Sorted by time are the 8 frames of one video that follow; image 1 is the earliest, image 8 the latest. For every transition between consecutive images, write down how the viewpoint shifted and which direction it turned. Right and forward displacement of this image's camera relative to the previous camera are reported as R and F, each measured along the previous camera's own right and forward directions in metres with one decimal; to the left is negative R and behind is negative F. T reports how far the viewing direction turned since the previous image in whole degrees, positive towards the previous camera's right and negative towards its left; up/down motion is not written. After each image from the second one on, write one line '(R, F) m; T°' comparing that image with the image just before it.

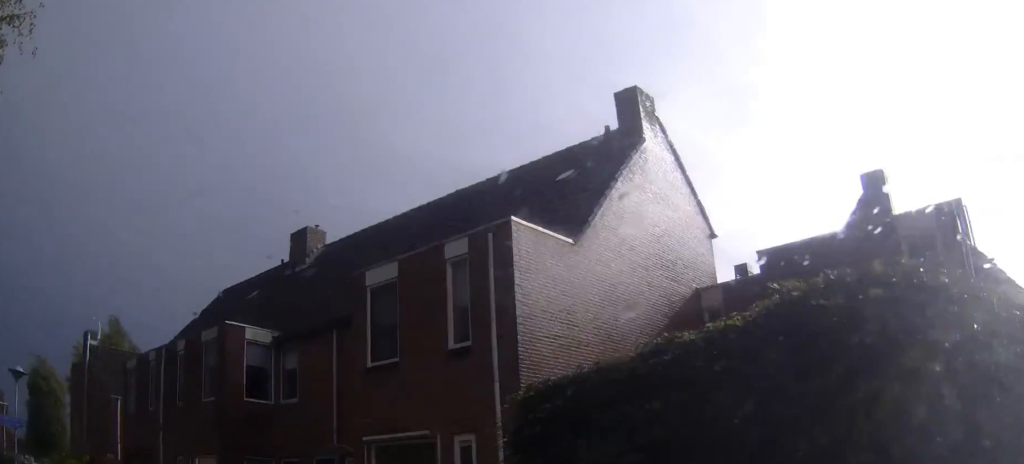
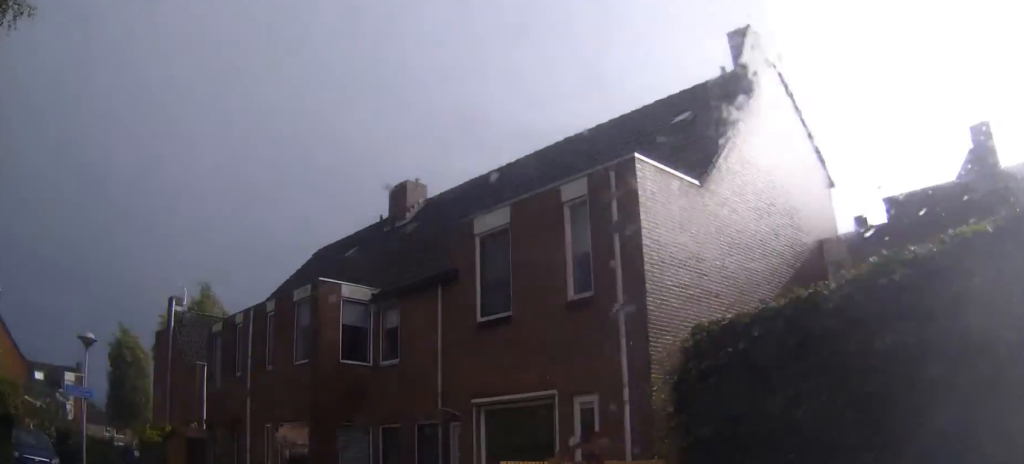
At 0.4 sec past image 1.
(-0.2, +1.3) m; -8°
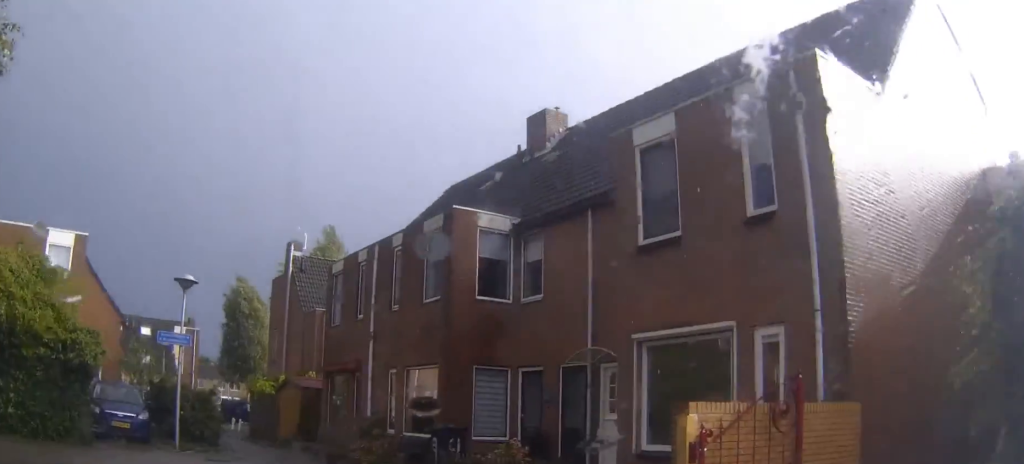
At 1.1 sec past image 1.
(-0.1, +1.9) m; -7°
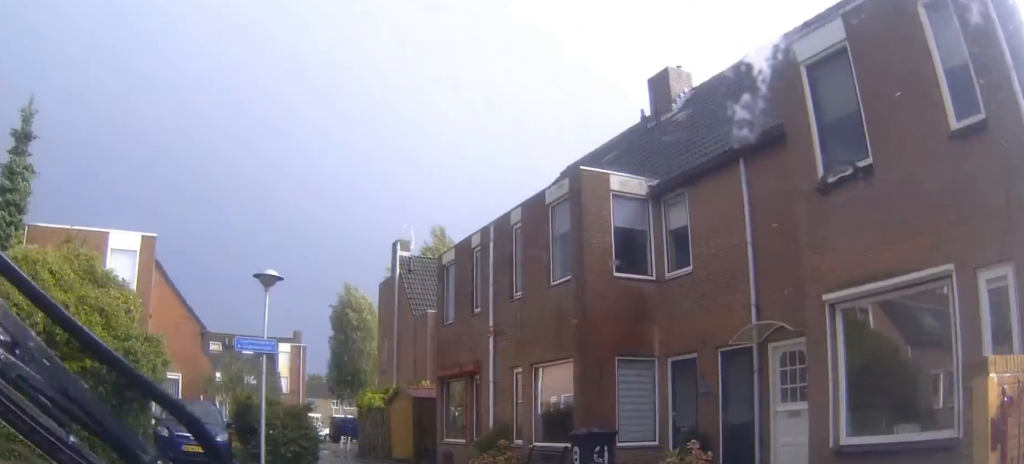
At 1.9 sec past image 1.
(-0.1, +2.4) m; -7°
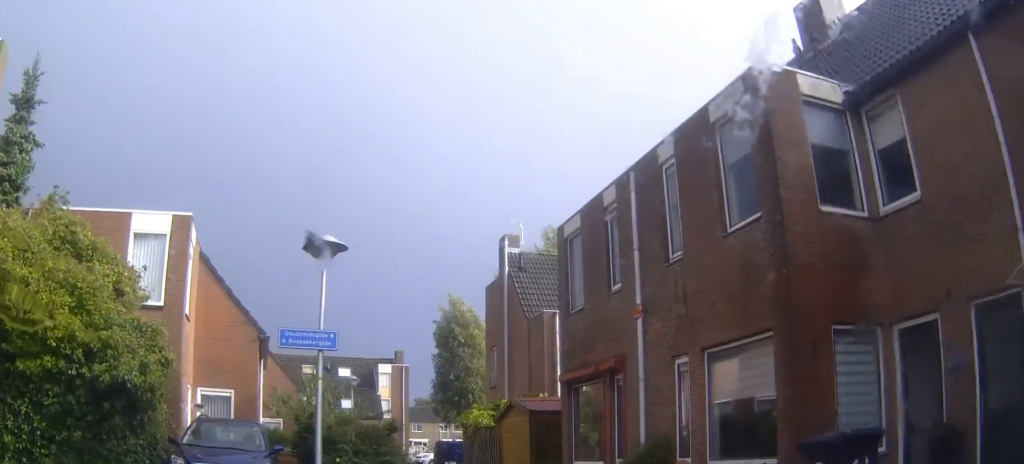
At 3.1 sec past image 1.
(-0.5, +4.2) m; -10°
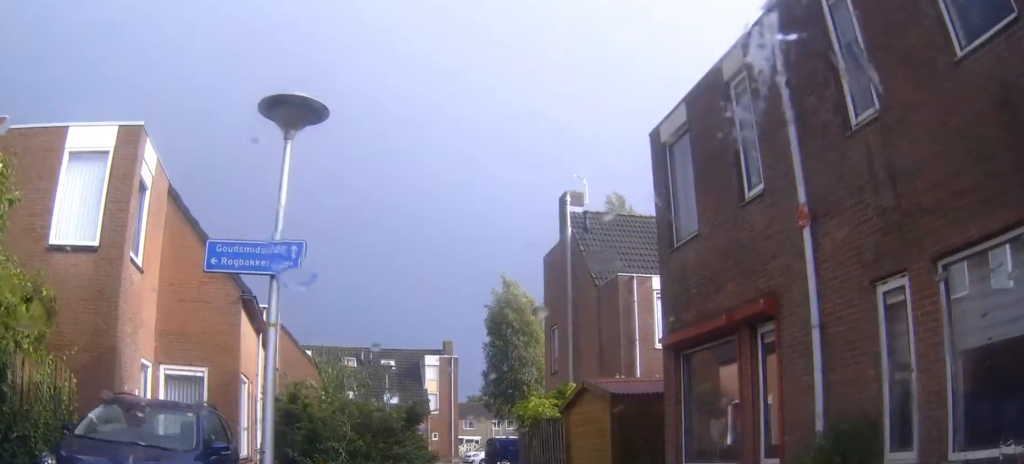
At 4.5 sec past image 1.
(-0.1, +4.9) m; -1°
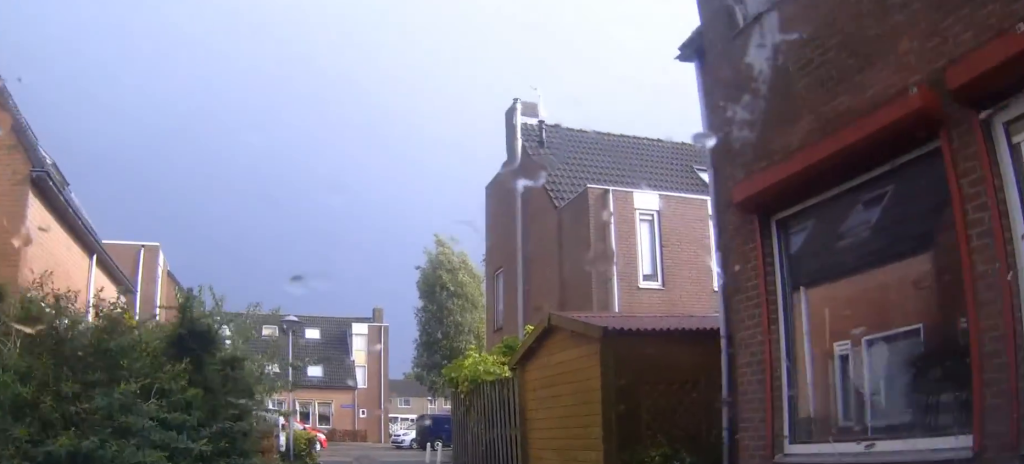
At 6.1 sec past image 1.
(-0.4, +5.3) m; -9°
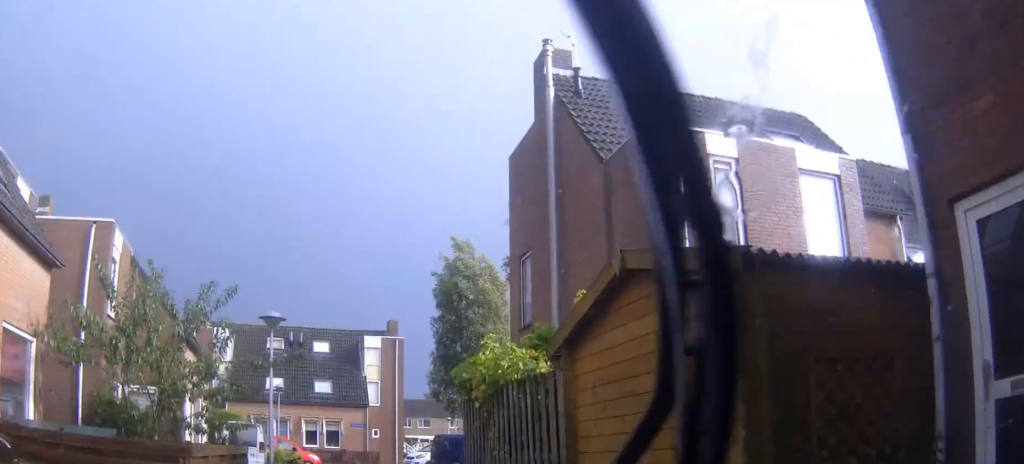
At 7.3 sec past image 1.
(-0.1, +3.8) m; 0°
